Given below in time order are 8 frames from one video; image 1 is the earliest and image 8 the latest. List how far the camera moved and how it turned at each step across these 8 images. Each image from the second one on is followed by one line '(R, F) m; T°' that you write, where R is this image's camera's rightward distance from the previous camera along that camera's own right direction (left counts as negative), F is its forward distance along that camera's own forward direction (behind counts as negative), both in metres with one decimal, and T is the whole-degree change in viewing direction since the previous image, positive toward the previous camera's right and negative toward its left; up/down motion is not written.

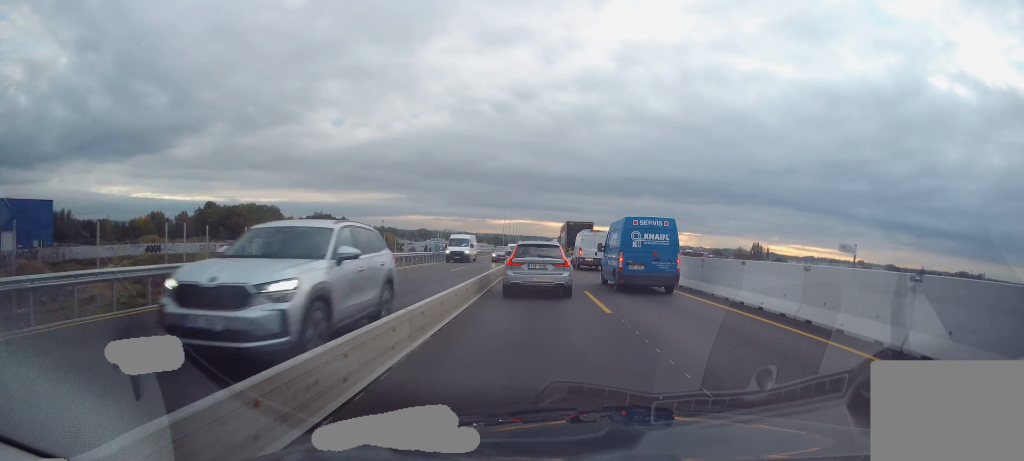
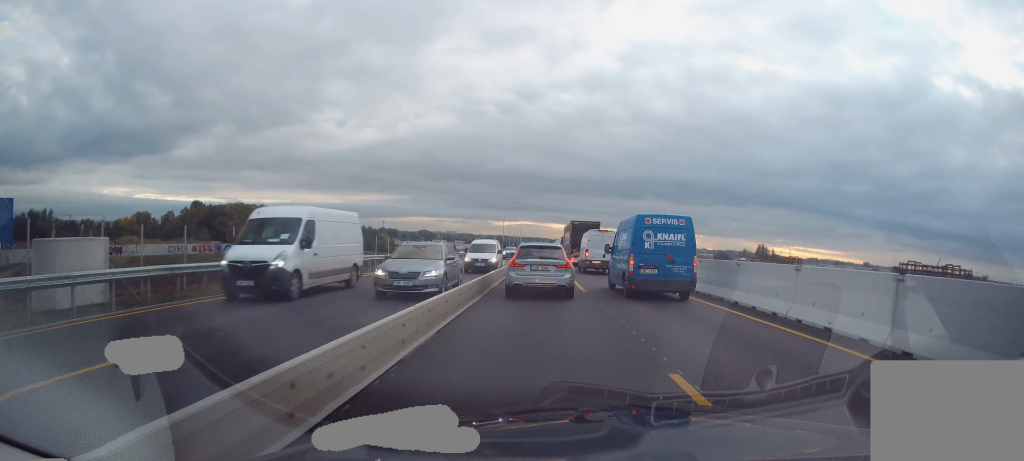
(+0.2, +11.6) m; -1°
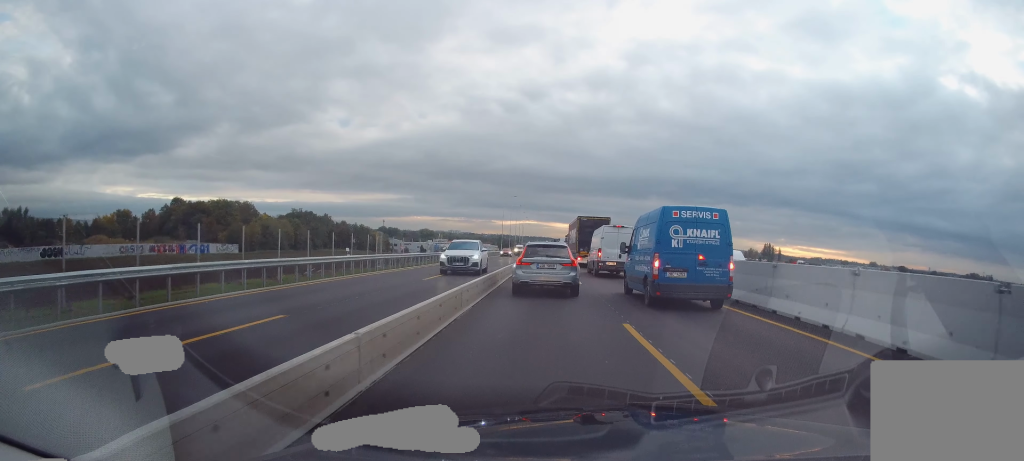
(-0.6, +14.6) m; 0°
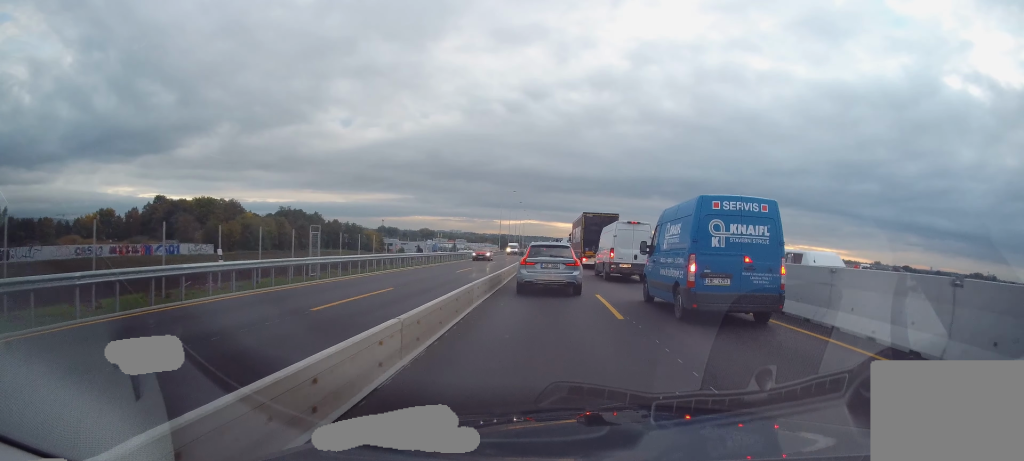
(+0.5, +10.9) m; +2°
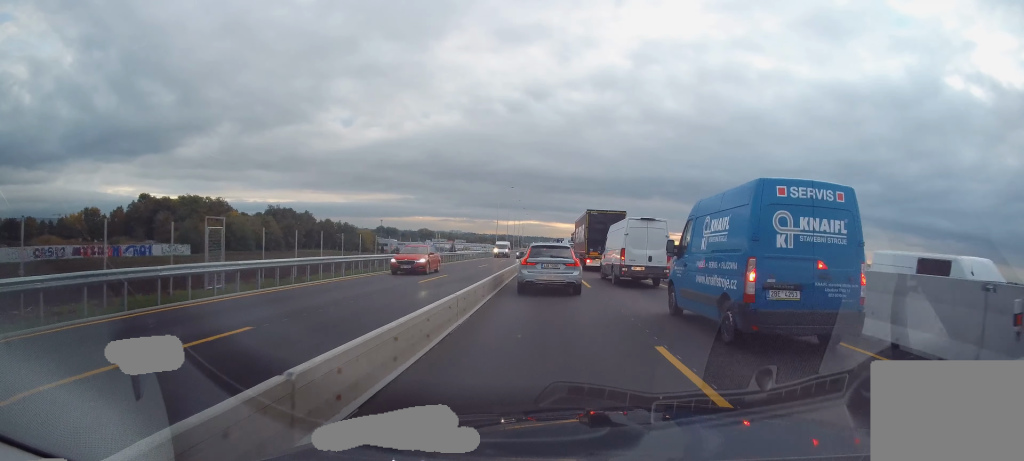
(0.0, +8.7) m; -2°
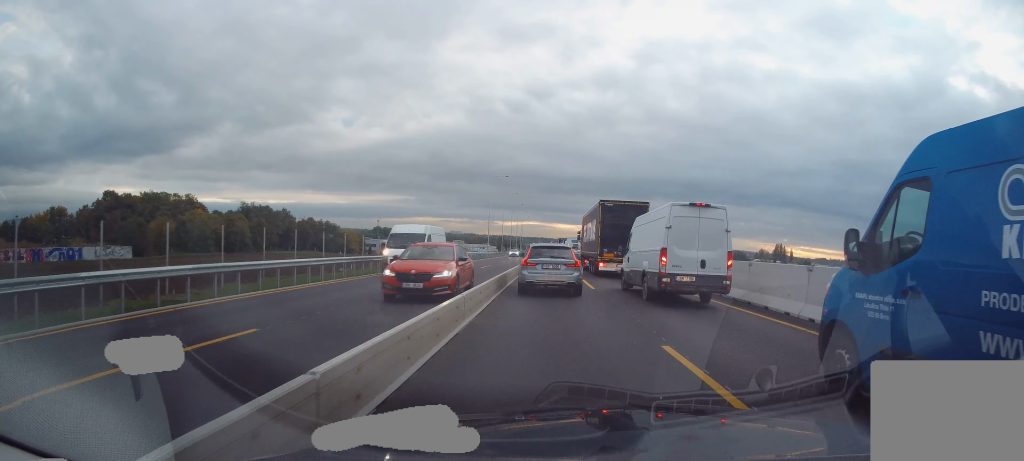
(-0.4, +18.3) m; -1°
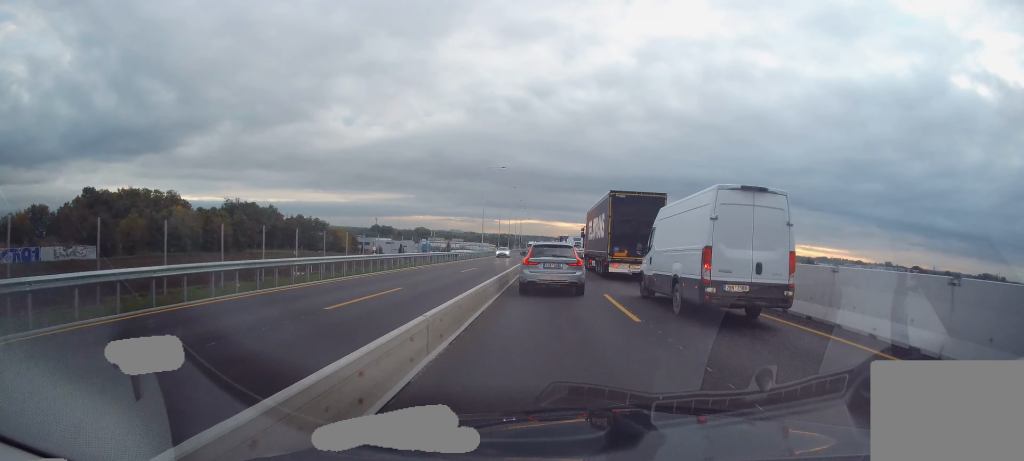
(+0.3, +8.9) m; 0°
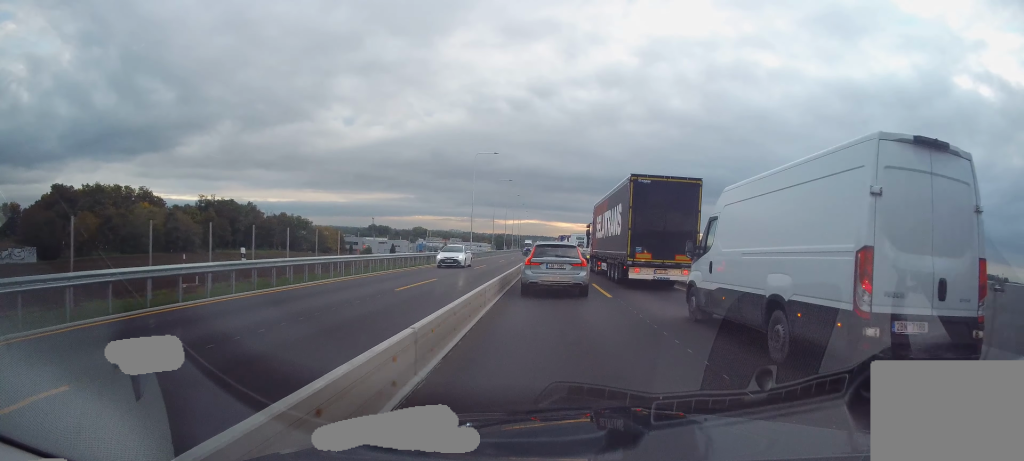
(-0.4, +12.4) m; 0°
